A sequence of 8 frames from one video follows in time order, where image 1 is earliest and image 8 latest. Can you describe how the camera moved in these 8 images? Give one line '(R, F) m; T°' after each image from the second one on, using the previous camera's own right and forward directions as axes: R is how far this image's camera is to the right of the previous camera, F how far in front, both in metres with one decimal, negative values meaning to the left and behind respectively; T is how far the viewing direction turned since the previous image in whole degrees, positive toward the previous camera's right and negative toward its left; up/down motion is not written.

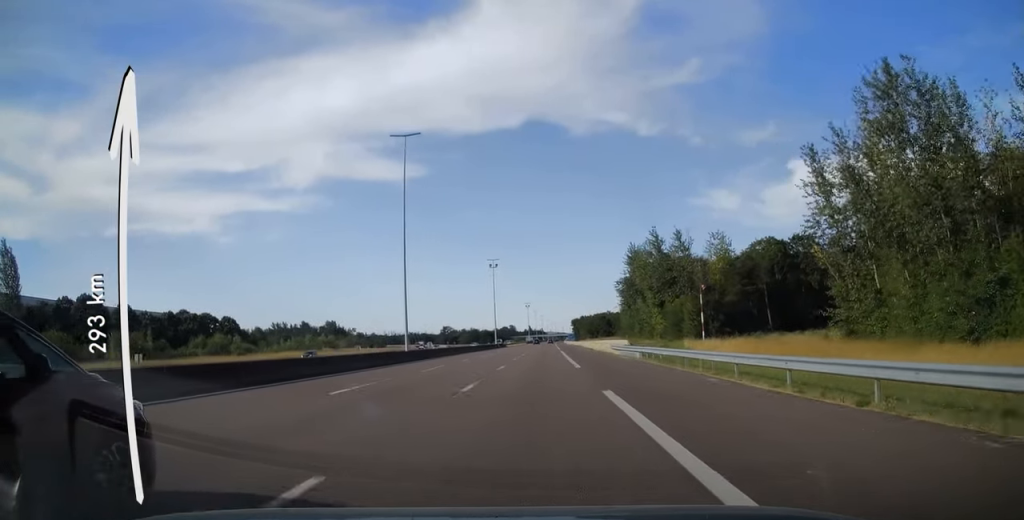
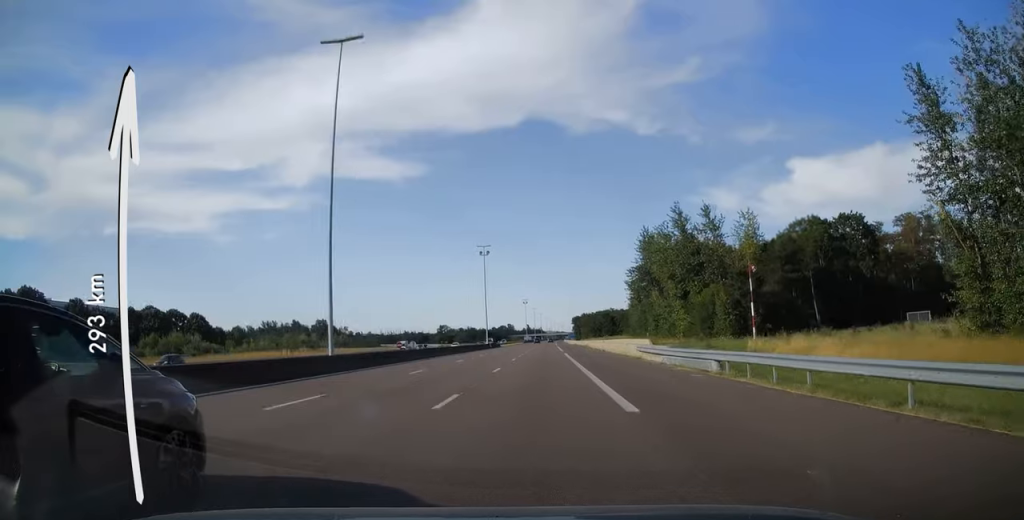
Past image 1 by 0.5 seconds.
(0.0, +17.0) m; 0°
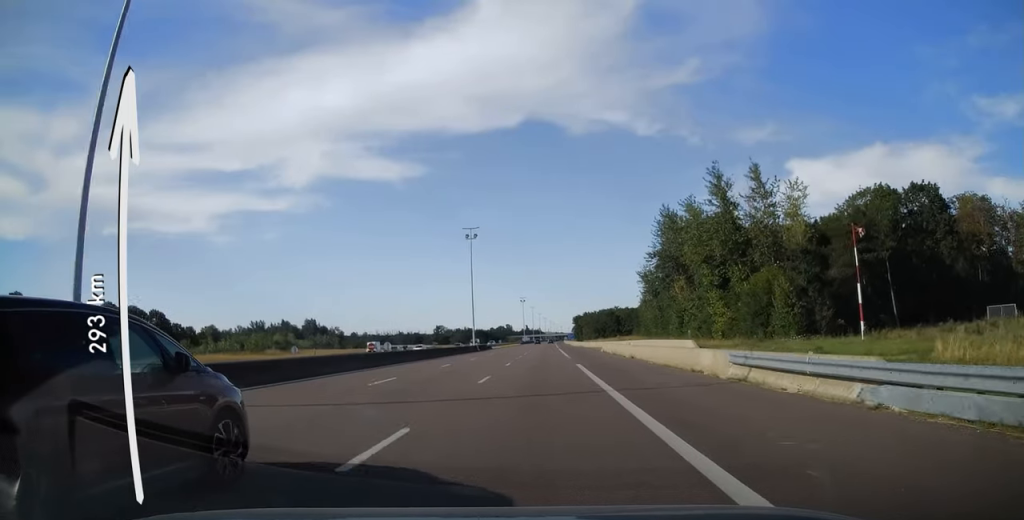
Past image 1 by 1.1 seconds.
(0.0, +18.6) m; 0°
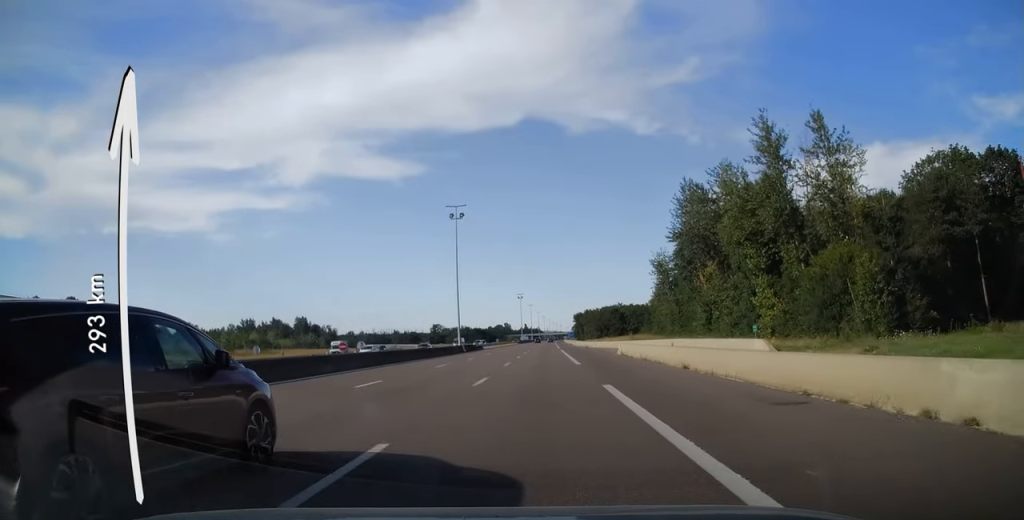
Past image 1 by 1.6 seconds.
(0.0, +14.4) m; 0°
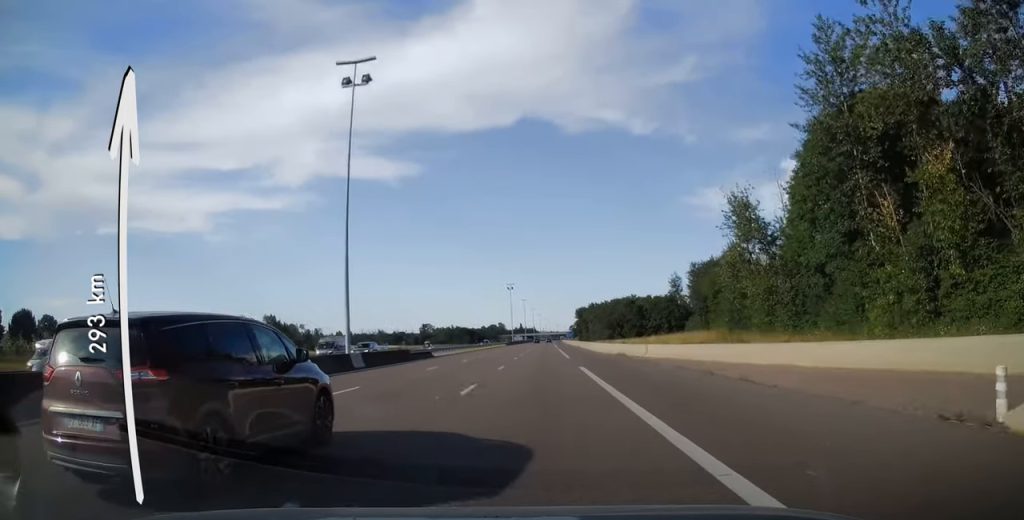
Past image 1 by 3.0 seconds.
(+0.1, +41.7) m; 0°
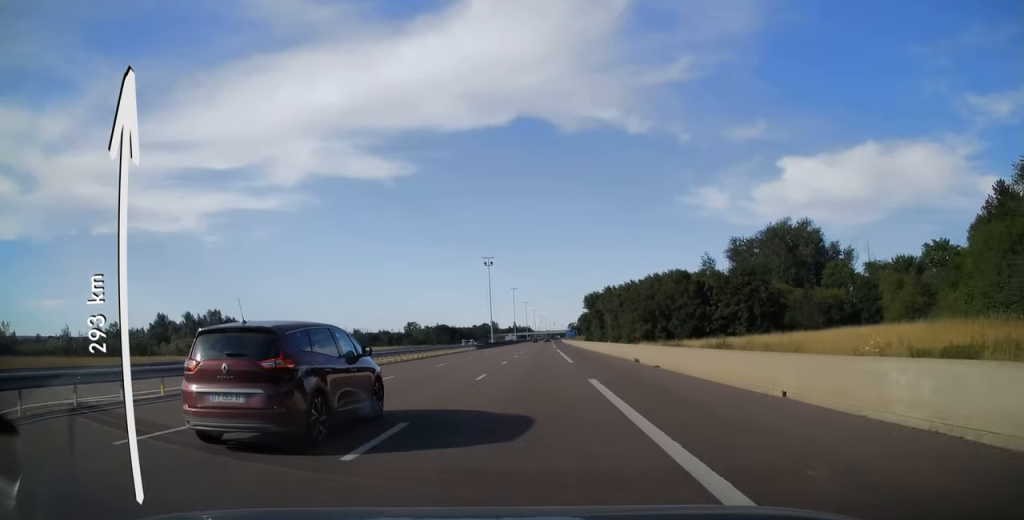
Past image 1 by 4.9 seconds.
(+0.3, +59.7) m; 0°
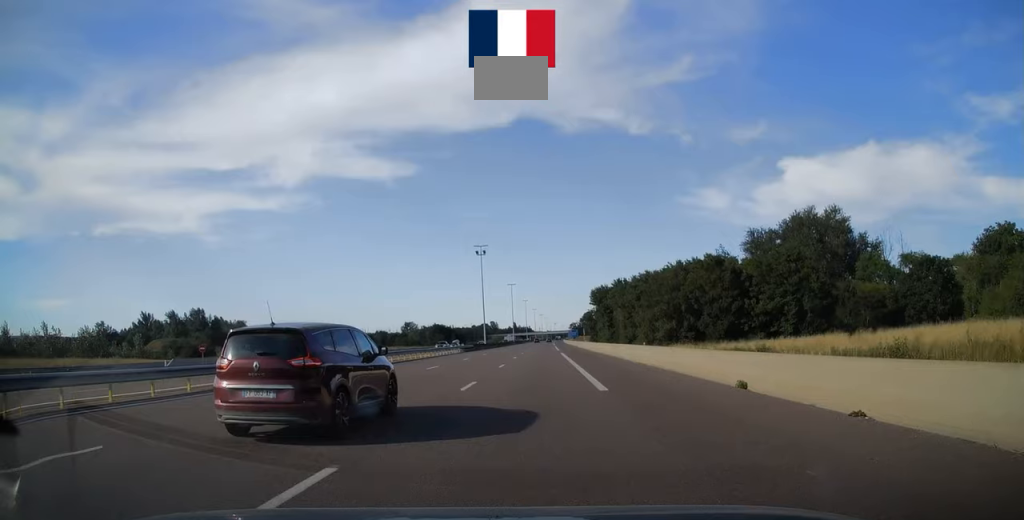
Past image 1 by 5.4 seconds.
(0.0, +16.5) m; 0°
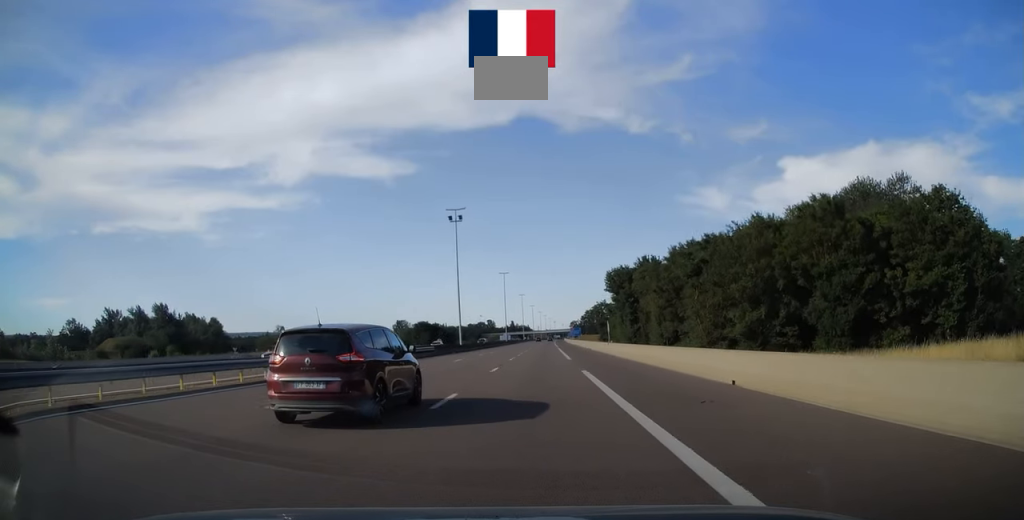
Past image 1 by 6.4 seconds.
(+0.1, +30.4) m; 0°
